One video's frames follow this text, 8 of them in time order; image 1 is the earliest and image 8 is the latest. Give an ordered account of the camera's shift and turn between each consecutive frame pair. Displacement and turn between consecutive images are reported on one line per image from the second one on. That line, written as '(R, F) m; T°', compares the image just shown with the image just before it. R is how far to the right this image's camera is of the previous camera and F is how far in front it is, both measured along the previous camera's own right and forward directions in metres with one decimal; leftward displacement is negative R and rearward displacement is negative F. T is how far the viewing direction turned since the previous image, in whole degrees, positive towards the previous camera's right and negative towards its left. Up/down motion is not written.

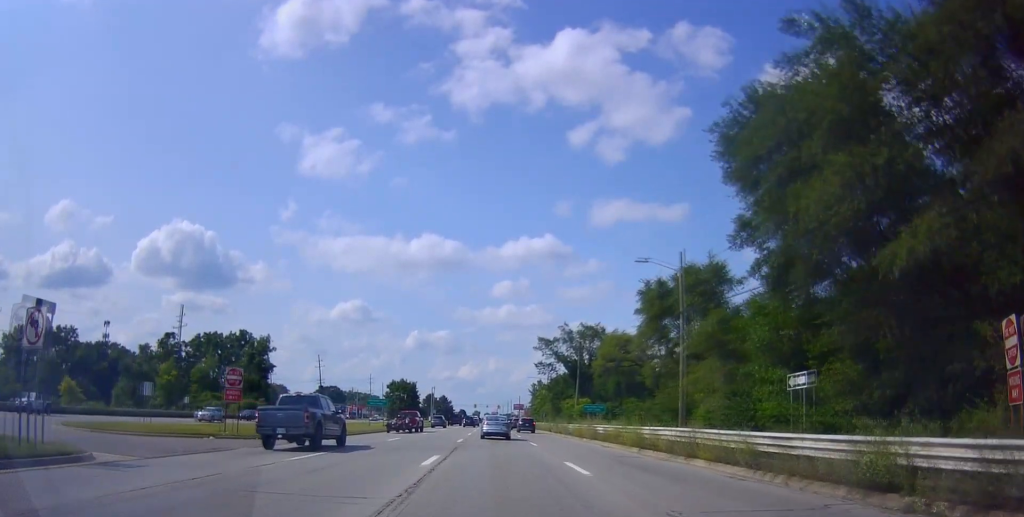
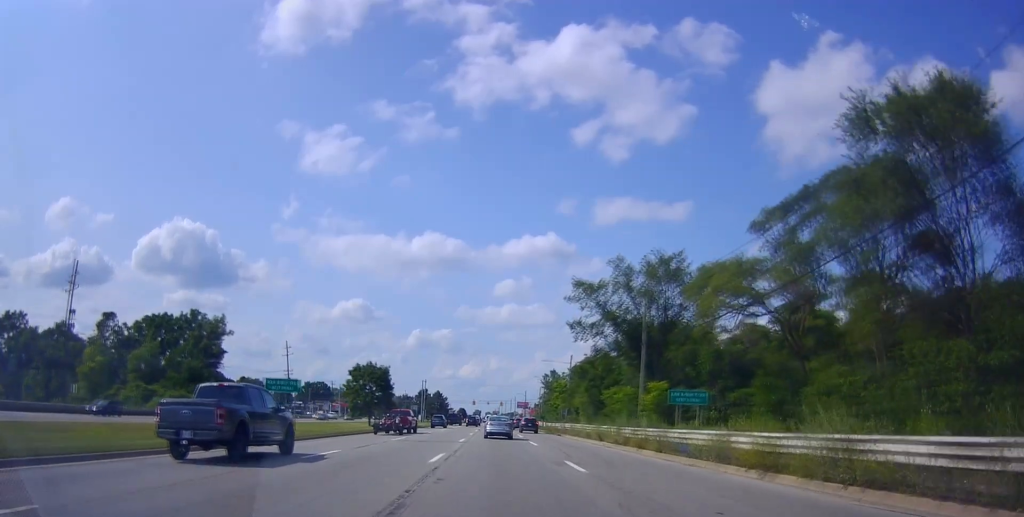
(+0.1, +29.0) m; -2°
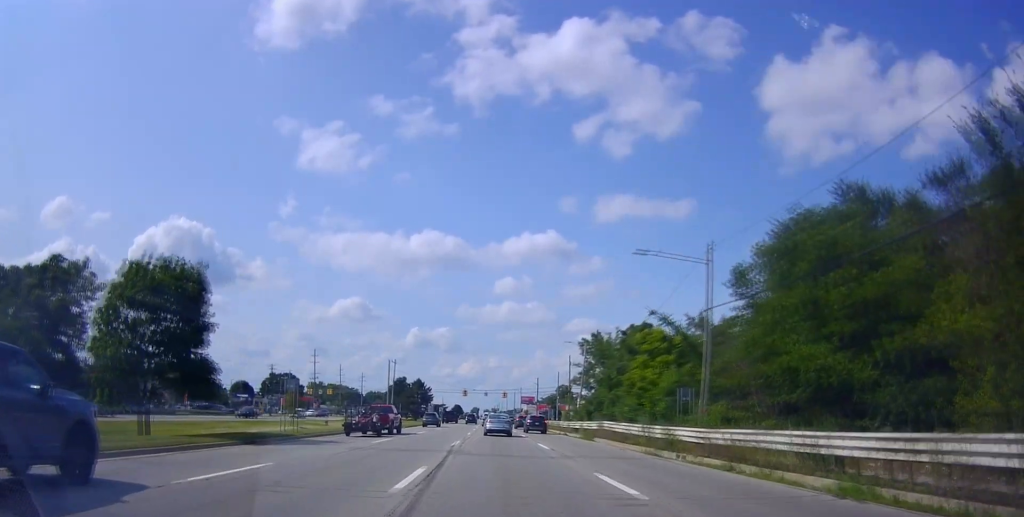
(+0.5, +51.0) m; +2°
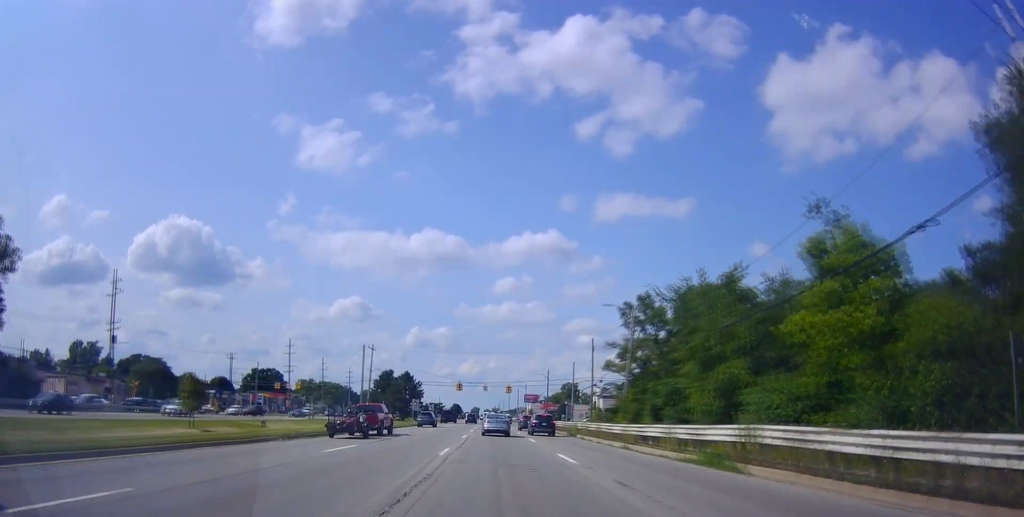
(-0.6, +22.3) m; -2°
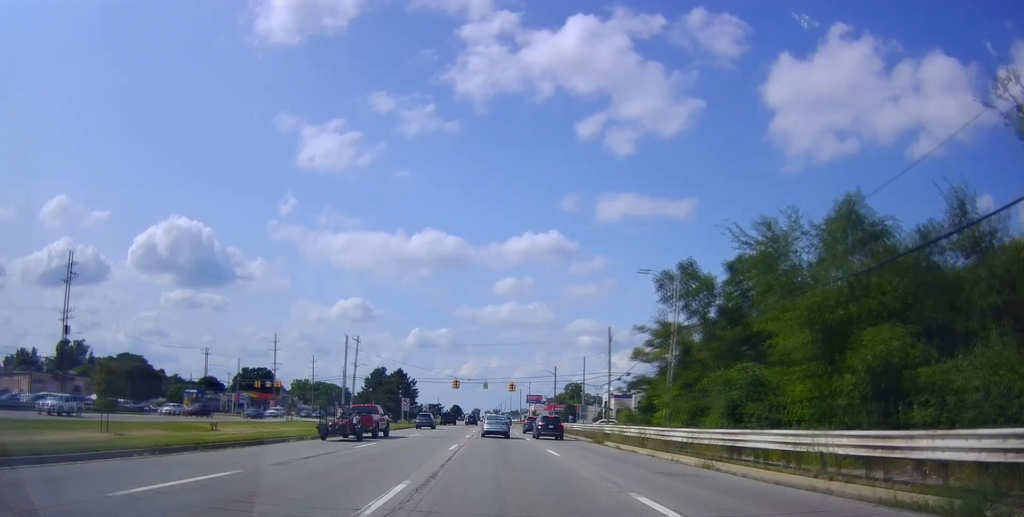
(-0.2, +10.9) m; 0°
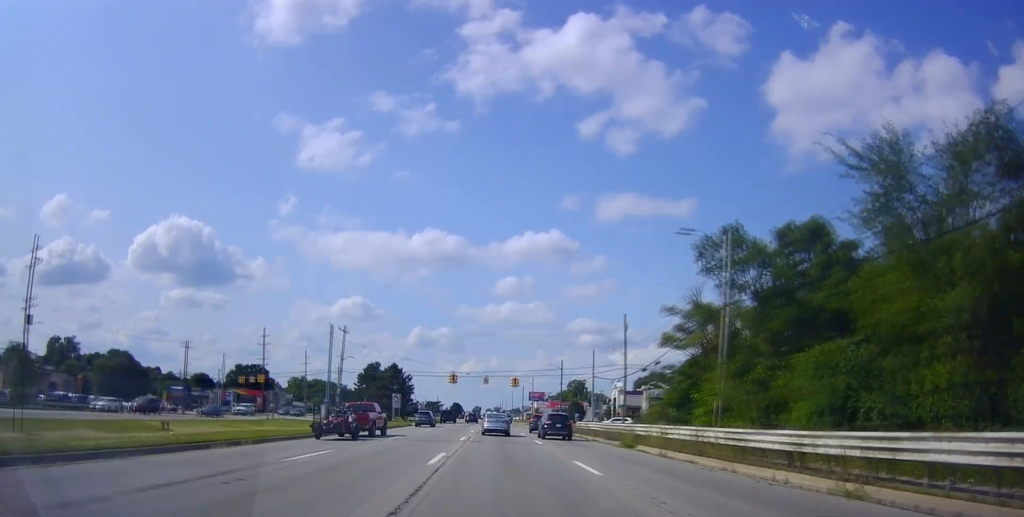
(0.0, +7.8) m; +1°
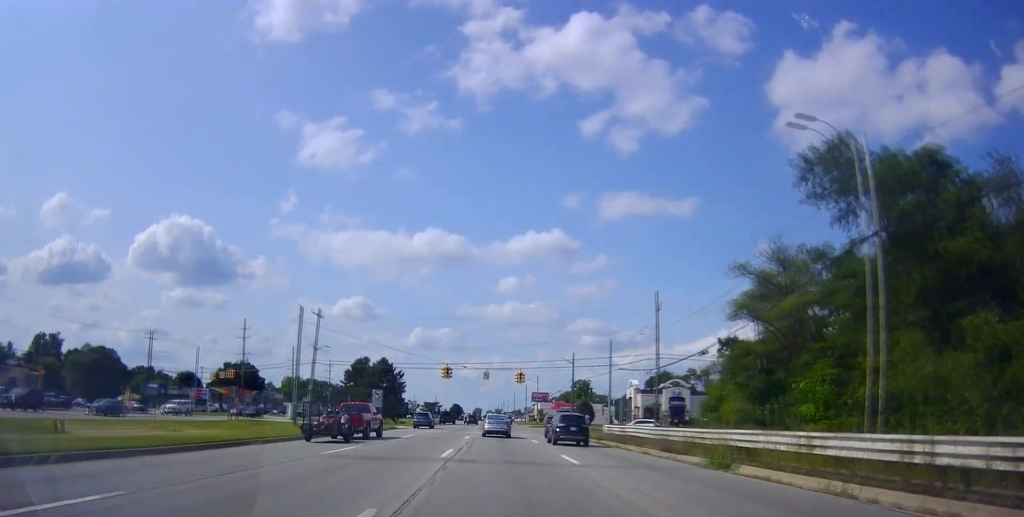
(+0.2, +11.7) m; +1°
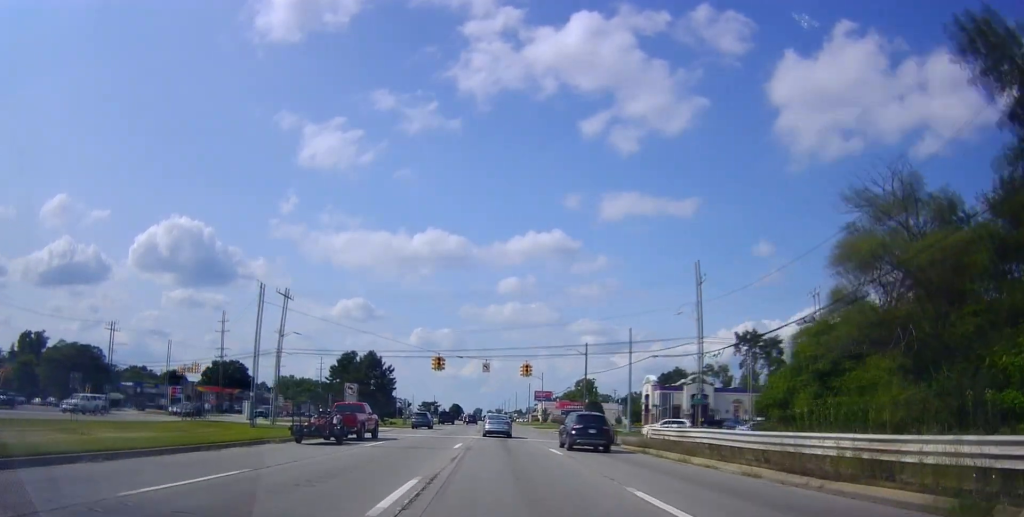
(+0.1, +10.5) m; 0°
